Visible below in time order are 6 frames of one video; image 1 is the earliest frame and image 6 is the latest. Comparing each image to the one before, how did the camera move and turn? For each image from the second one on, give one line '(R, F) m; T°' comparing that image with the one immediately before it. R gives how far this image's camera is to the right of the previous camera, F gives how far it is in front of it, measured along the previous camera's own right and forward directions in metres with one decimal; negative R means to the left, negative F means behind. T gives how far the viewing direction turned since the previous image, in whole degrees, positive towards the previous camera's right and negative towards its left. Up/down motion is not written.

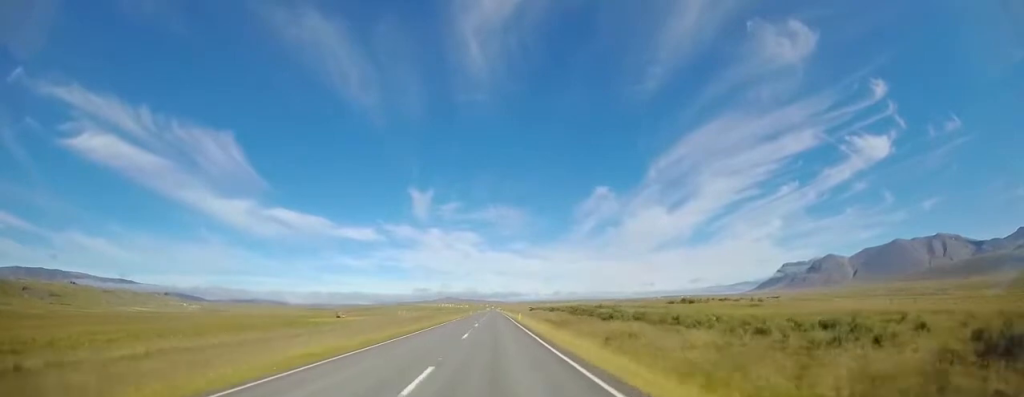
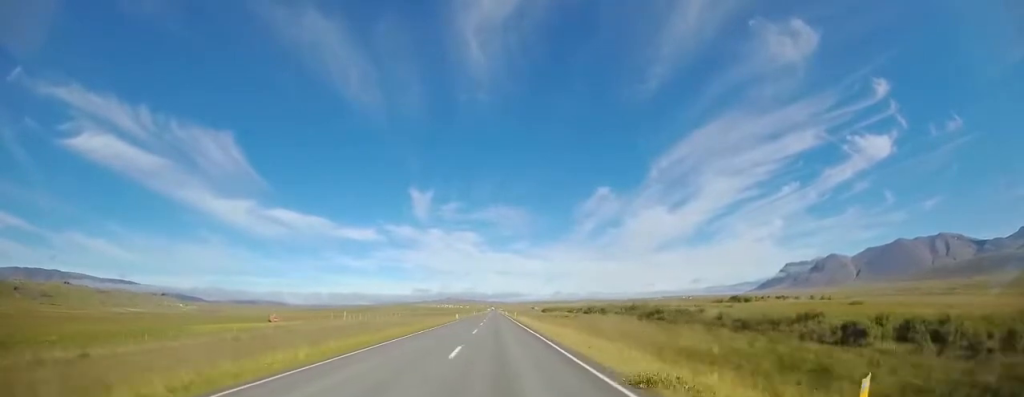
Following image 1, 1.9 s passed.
(+0.1, +42.8) m; 0°
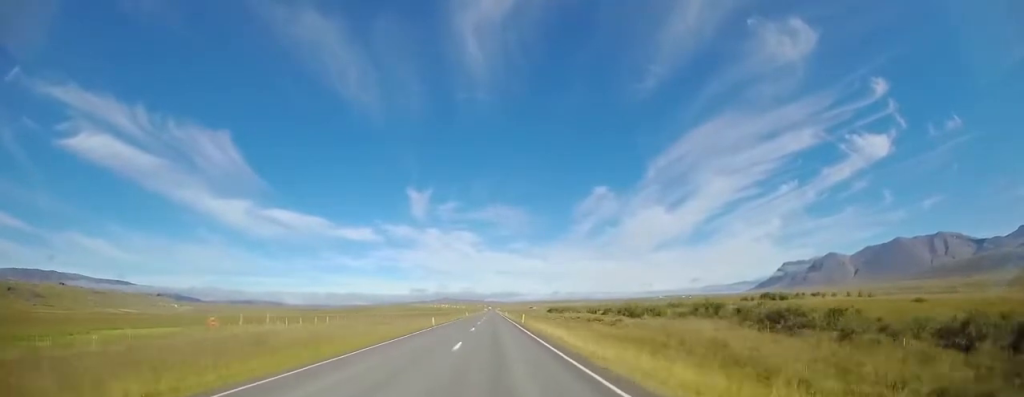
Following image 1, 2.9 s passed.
(+0.1, +21.7) m; 0°
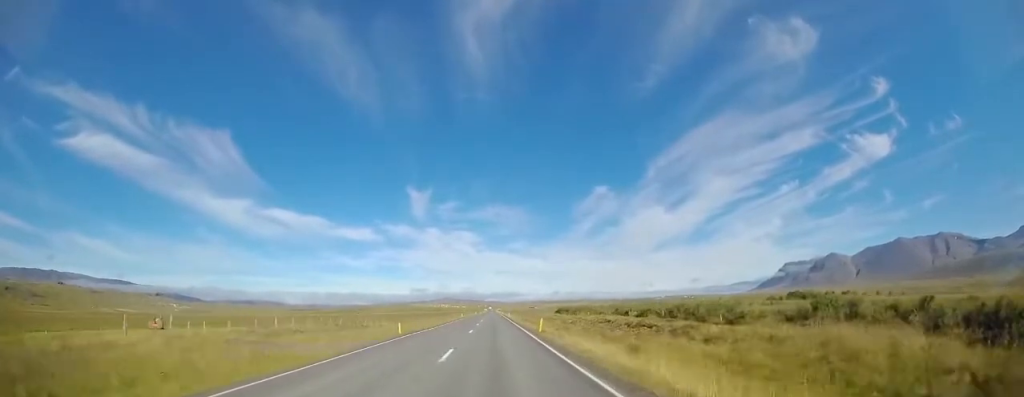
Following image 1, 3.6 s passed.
(0.0, +15.0) m; 0°
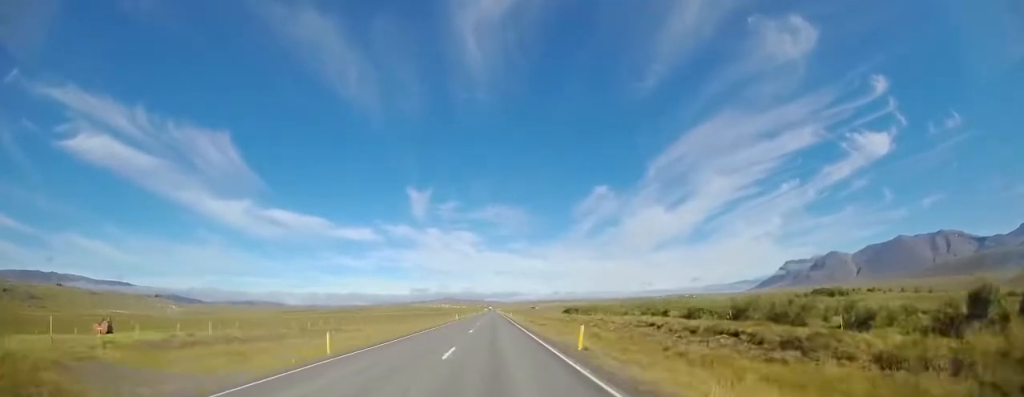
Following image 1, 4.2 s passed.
(0.0, +11.4) m; 0°
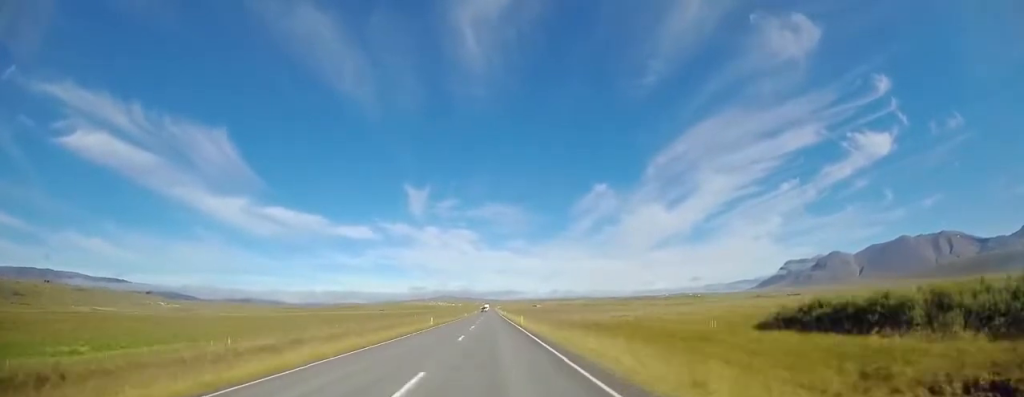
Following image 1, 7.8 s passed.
(-0.3, +75.7) m; +1°
